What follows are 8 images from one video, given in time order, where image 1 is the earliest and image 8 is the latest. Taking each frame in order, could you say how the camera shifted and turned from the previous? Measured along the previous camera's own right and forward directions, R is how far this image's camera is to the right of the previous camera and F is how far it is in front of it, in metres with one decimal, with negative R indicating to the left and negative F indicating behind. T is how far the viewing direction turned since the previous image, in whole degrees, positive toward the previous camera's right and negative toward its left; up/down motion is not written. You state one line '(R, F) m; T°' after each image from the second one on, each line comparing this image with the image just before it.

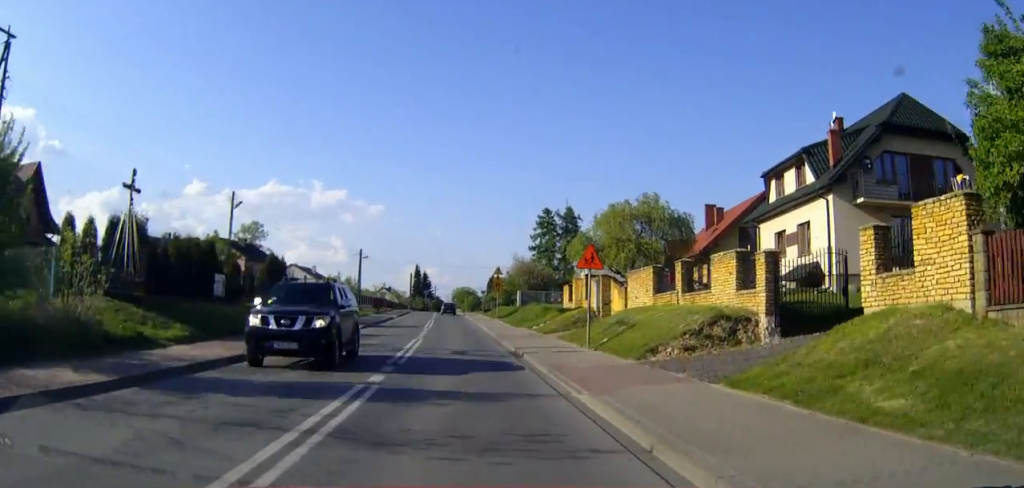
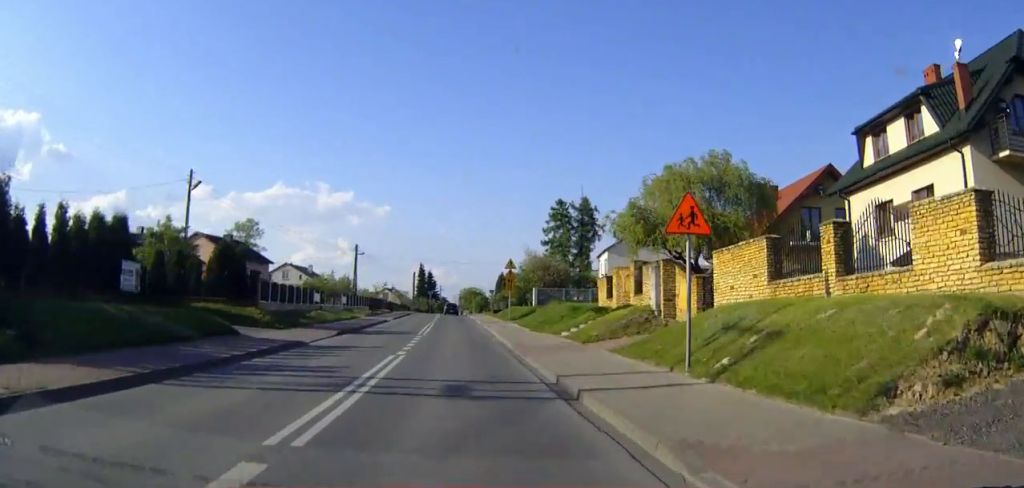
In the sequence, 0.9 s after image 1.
(0.0, +10.0) m; 0°
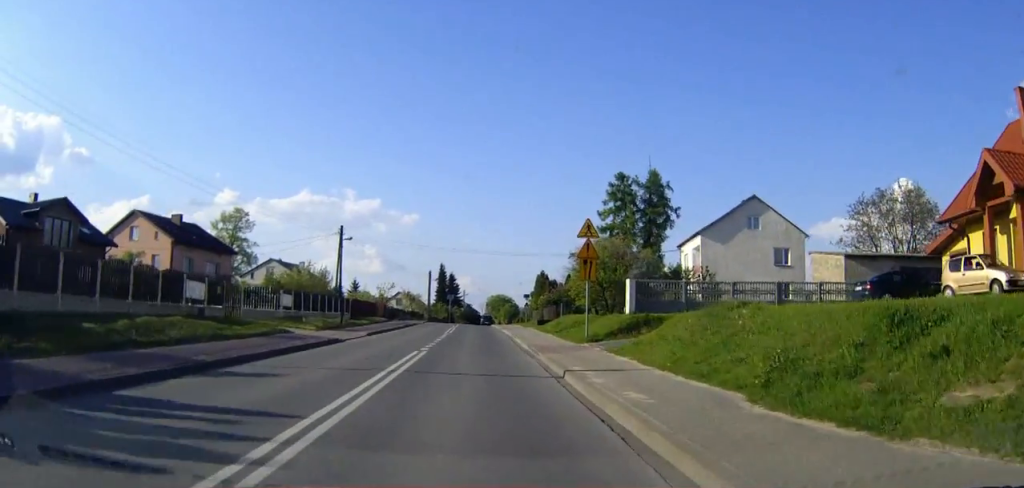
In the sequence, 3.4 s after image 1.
(-0.7, +27.5) m; -2°
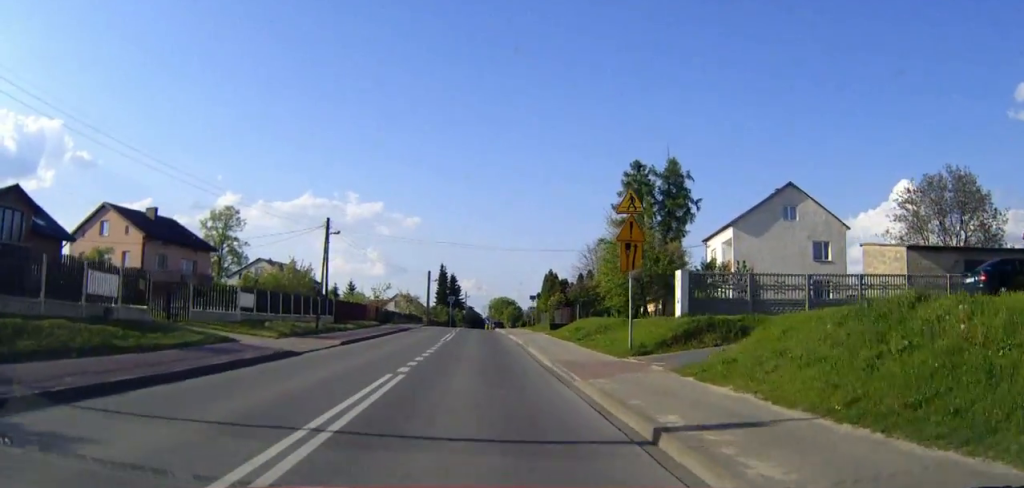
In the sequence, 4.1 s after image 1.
(0.0, +7.3) m; 0°
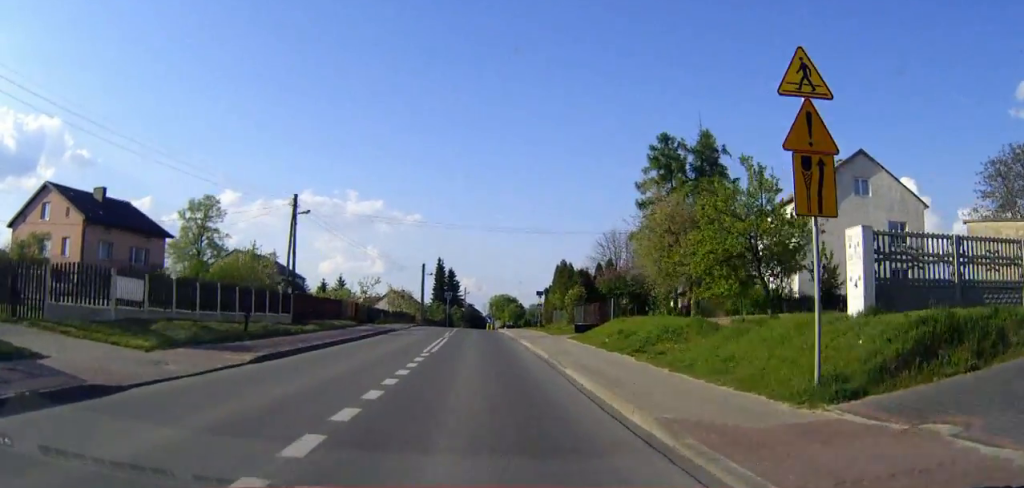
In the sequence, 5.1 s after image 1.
(0.0, +11.3) m; 0°
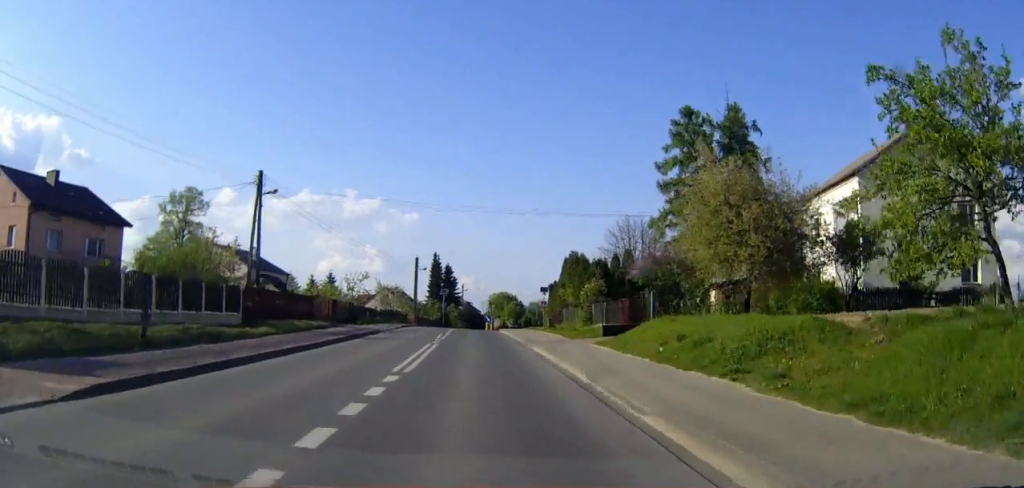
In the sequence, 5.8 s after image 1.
(0.0, +8.0) m; 0°
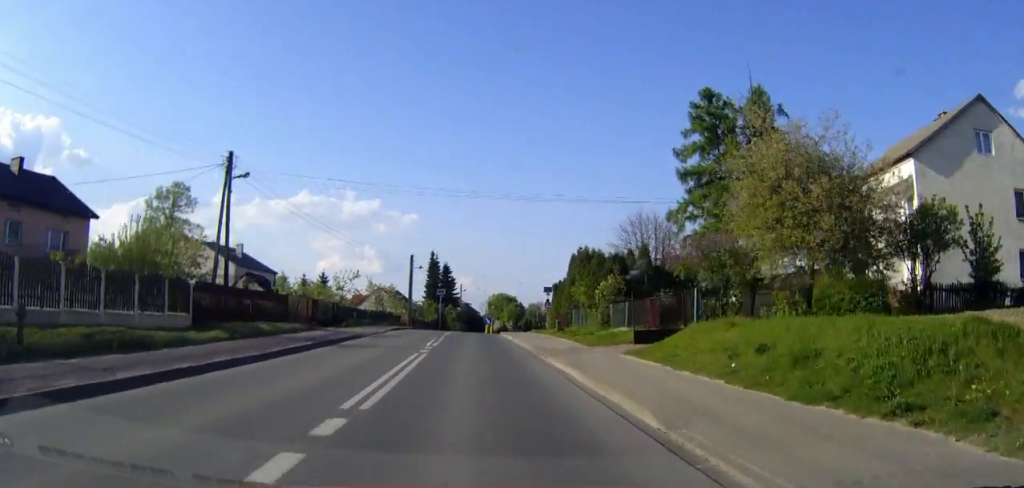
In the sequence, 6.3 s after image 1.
(0.0, +5.4) m; 0°
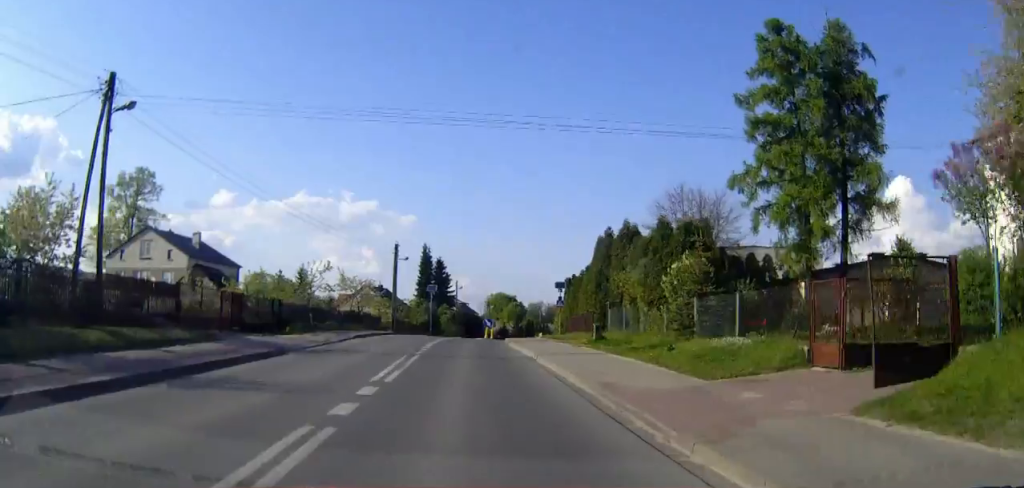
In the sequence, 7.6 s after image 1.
(0.0, +13.3) m; 0°
